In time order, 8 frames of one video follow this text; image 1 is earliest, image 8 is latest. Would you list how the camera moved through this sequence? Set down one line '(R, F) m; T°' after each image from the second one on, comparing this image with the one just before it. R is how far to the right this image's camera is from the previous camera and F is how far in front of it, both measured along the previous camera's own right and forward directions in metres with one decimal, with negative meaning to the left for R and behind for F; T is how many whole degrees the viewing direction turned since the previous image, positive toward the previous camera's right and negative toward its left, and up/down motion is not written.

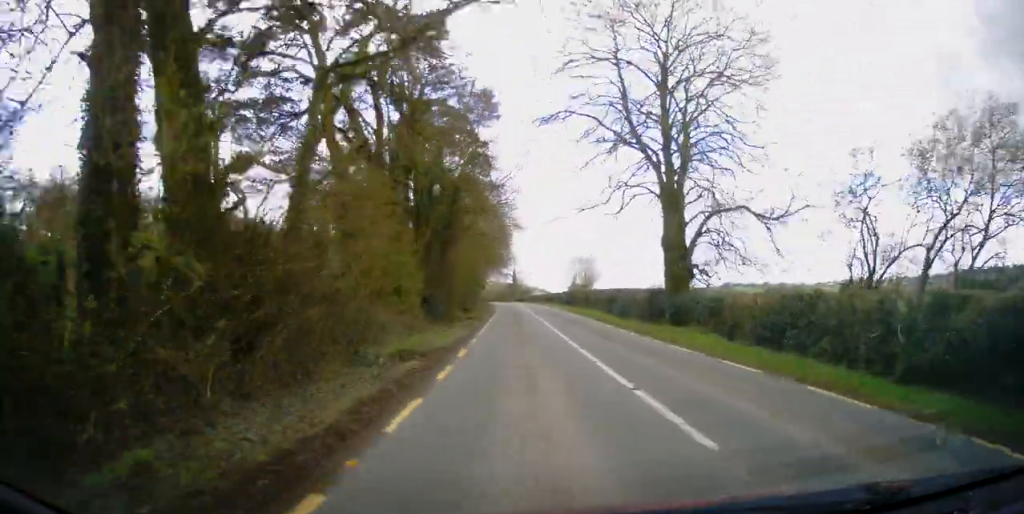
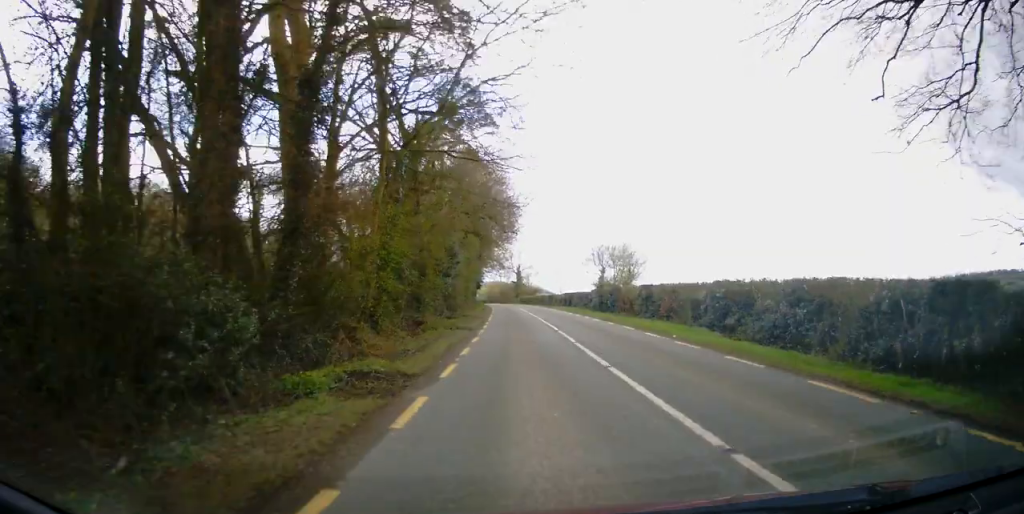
(+0.1, +27.0) m; 0°
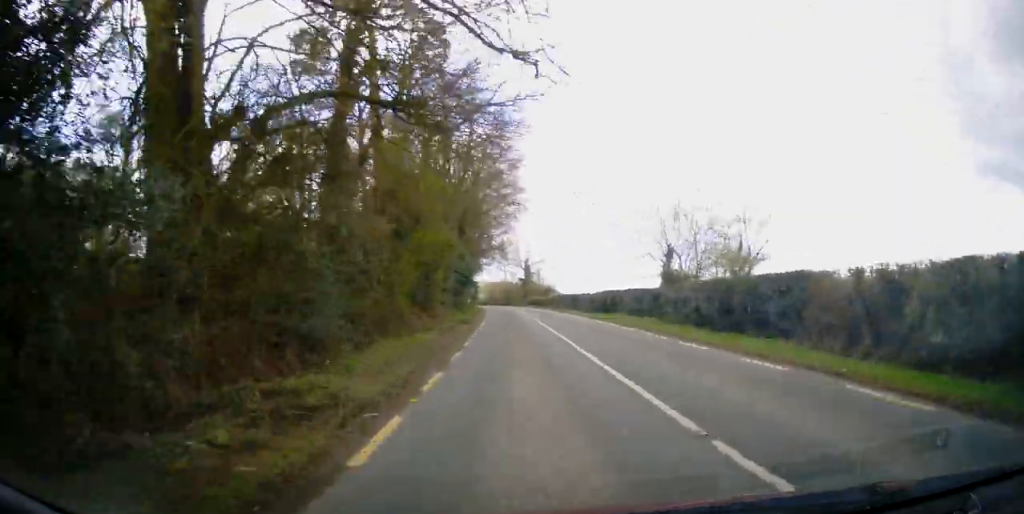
(0.0, +28.6) m; 0°
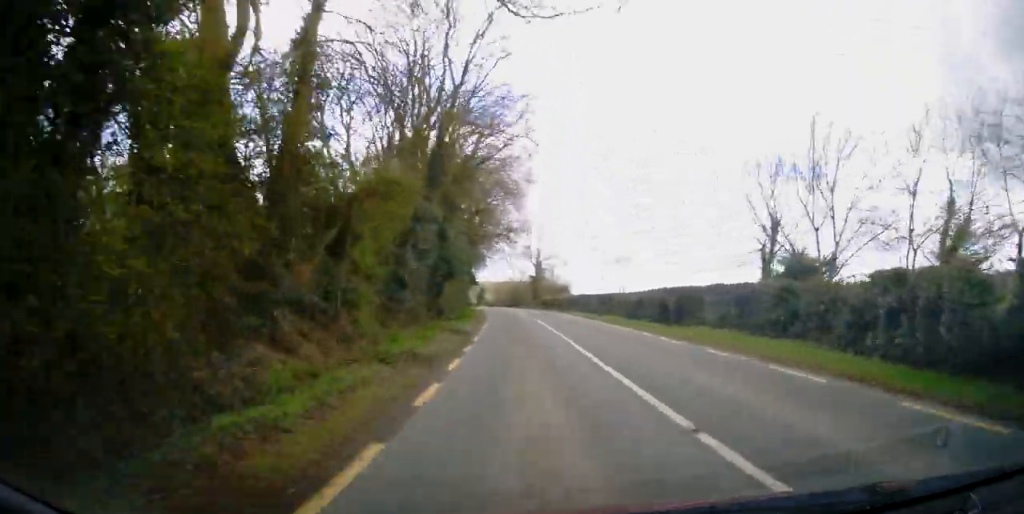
(-0.1, +16.8) m; -1°
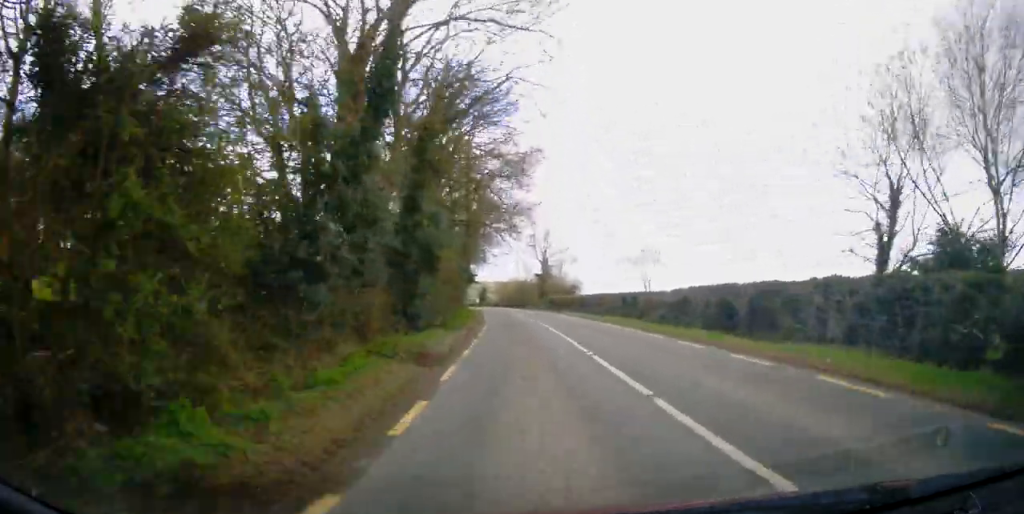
(+0.1, +9.4) m; -1°
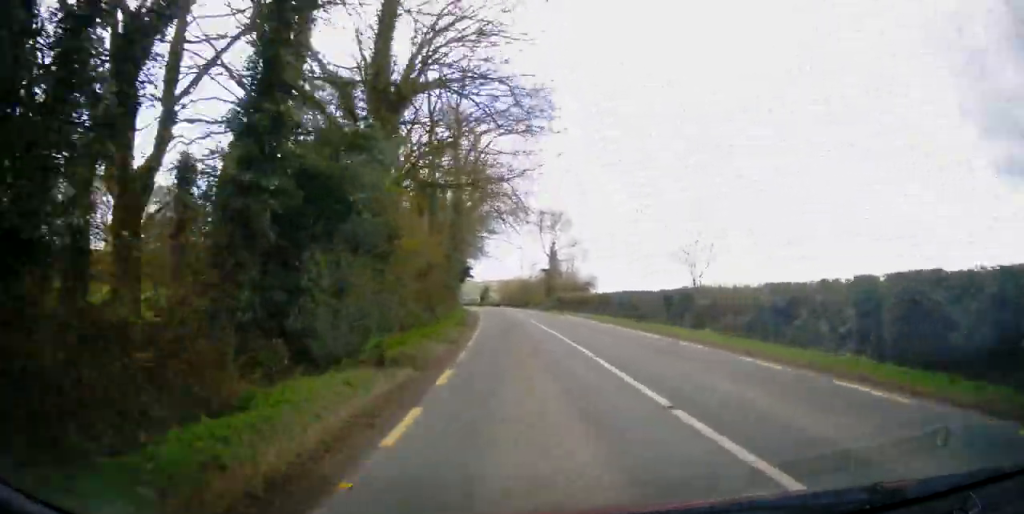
(-0.3, +12.3) m; 0°
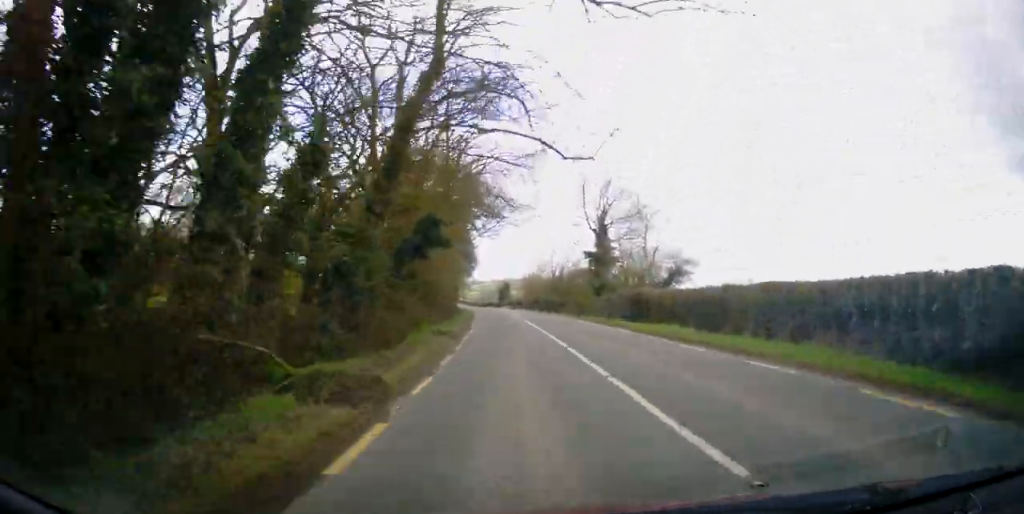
(+0.3, +32.3) m; -1°
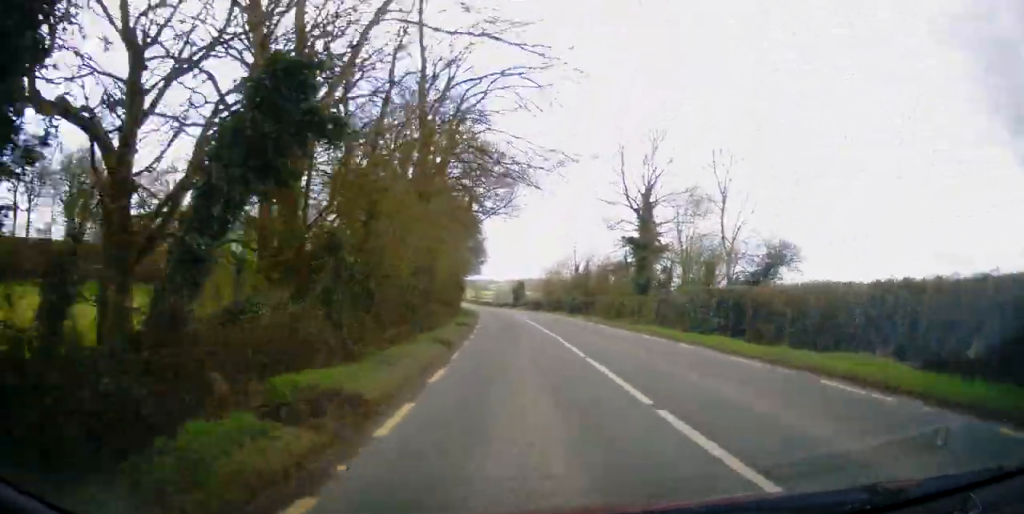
(-0.5, +14.3) m; -2°
